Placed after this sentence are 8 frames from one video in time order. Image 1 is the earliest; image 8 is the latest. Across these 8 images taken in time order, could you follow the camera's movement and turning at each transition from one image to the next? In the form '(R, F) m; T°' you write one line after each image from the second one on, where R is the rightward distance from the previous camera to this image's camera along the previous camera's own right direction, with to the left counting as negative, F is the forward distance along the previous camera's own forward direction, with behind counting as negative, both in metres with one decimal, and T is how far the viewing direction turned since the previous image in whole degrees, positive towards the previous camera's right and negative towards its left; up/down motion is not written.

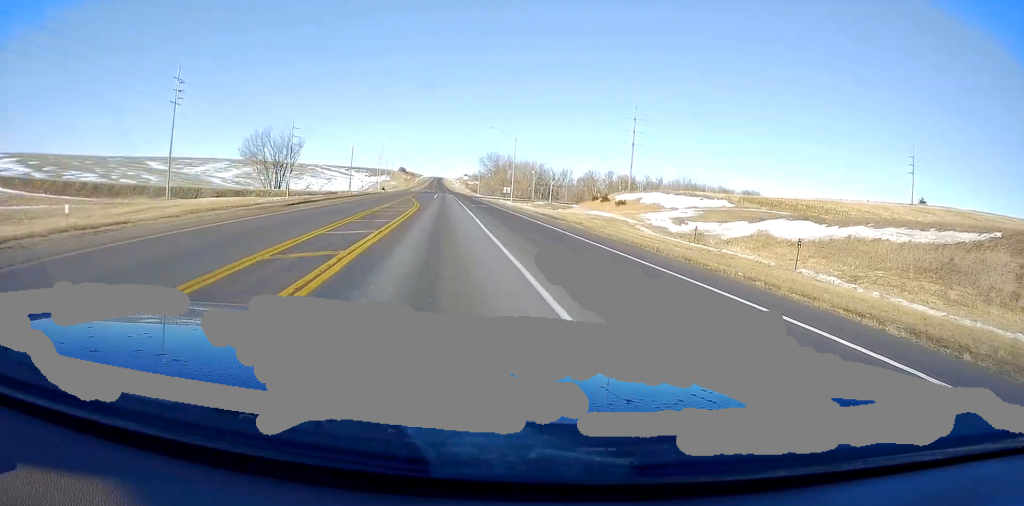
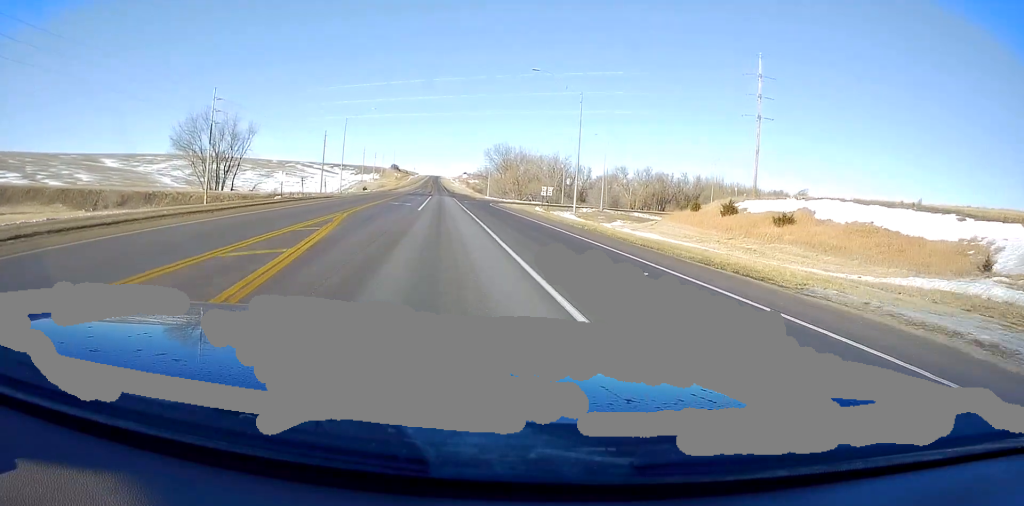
(+0.5, +48.0) m; +1°
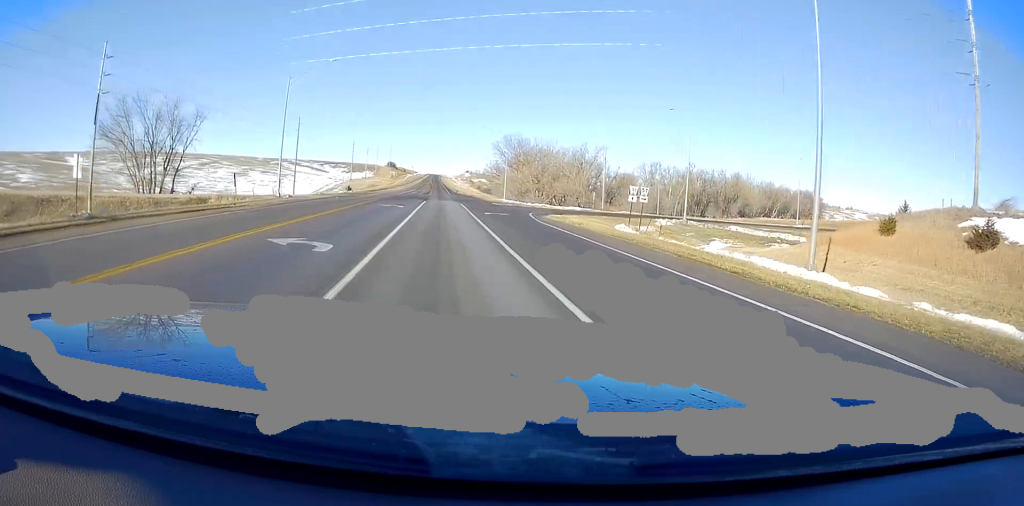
(0.0, +33.3) m; 0°
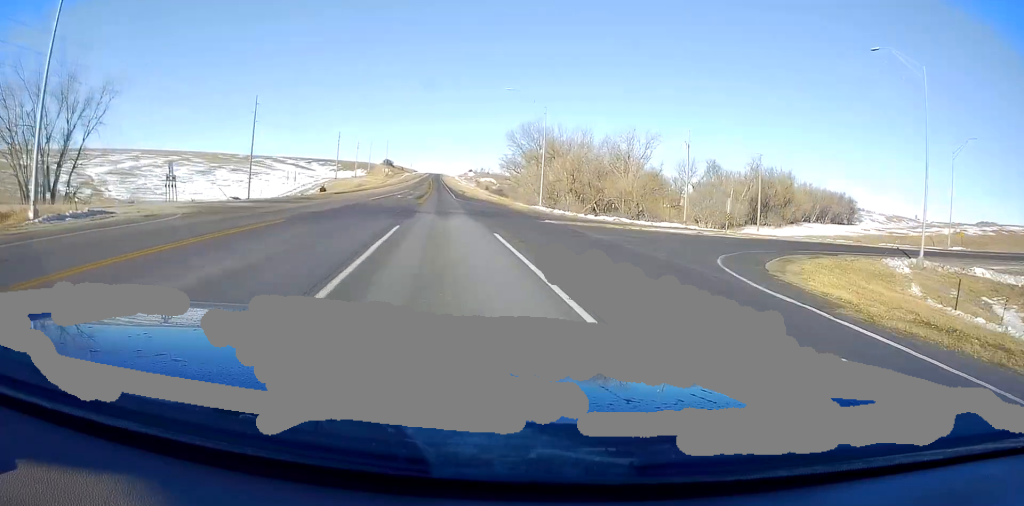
(+0.2, +34.7) m; 0°
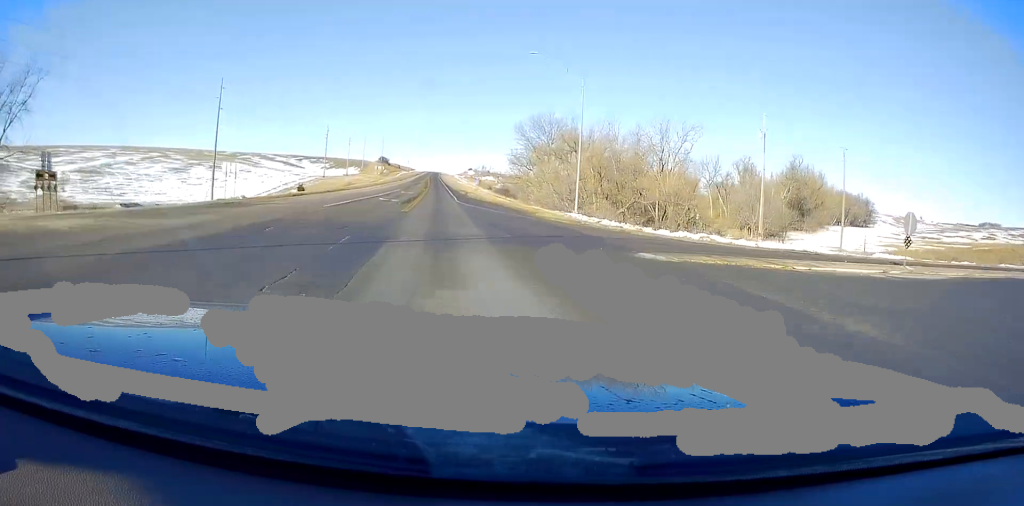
(0.0, +17.4) m; 0°
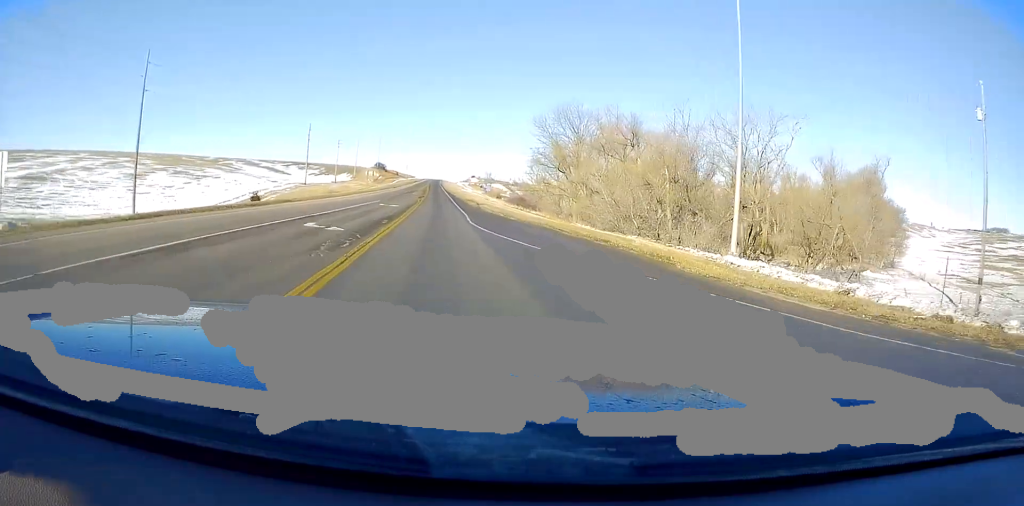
(-0.3, +25.6) m; 0°
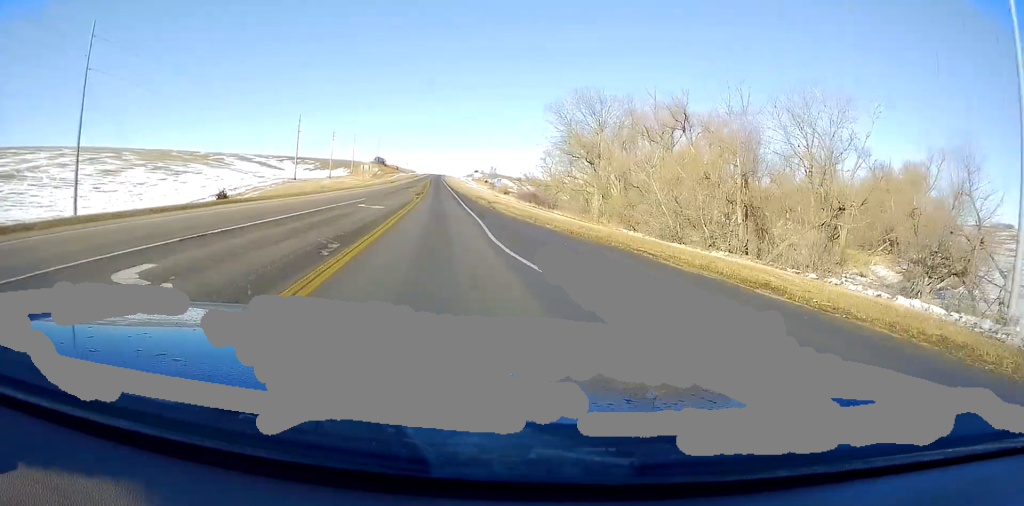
(+0.2, +12.8) m; 0°
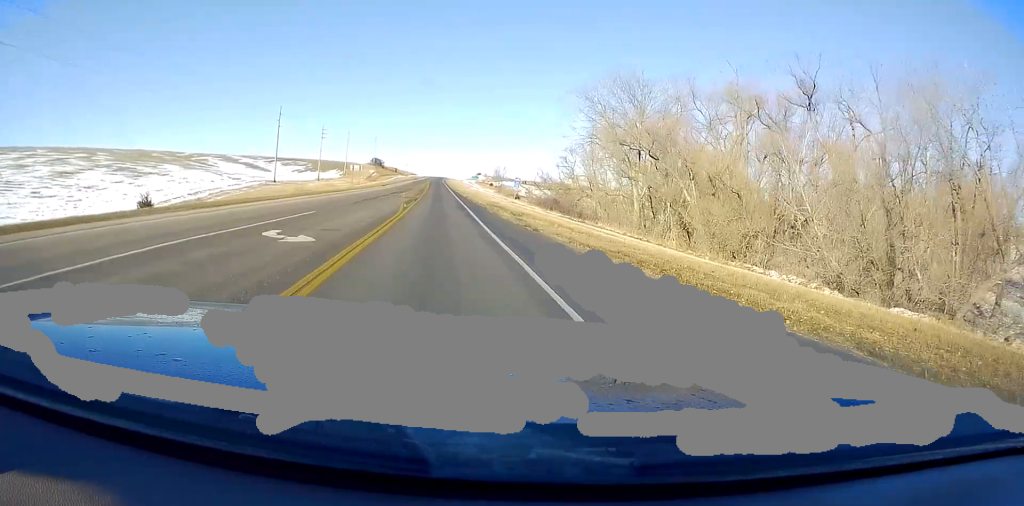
(+0.2, +18.0) m; 0°
